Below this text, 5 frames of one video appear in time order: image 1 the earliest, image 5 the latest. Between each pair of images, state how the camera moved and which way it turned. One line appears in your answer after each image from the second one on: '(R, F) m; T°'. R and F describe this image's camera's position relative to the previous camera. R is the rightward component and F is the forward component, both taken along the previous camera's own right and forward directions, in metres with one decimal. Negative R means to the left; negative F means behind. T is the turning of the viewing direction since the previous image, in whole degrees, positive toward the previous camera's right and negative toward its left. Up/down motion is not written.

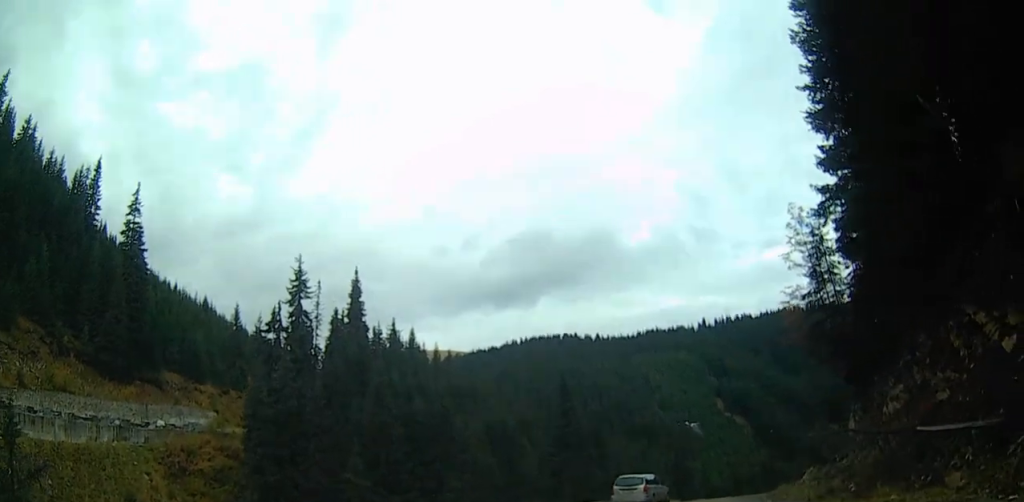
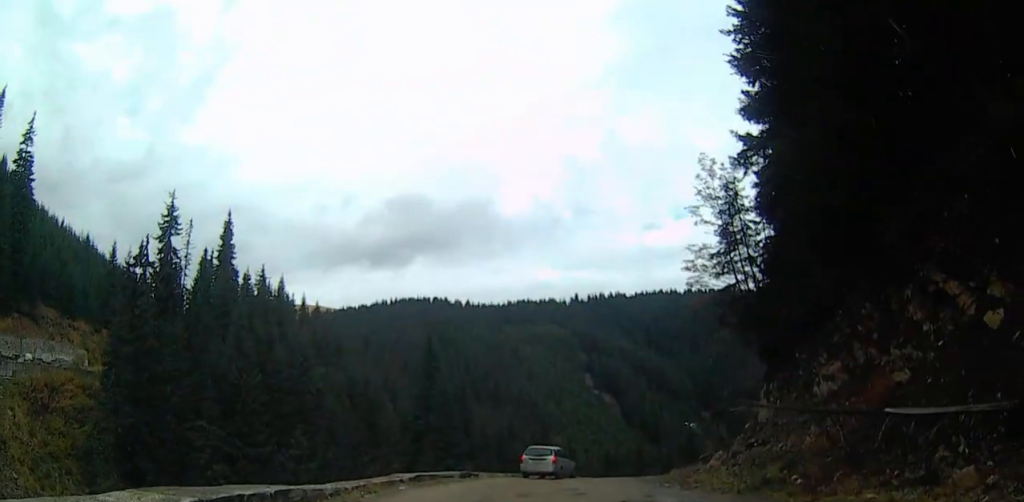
(-0.3, +4.1) m; -2°
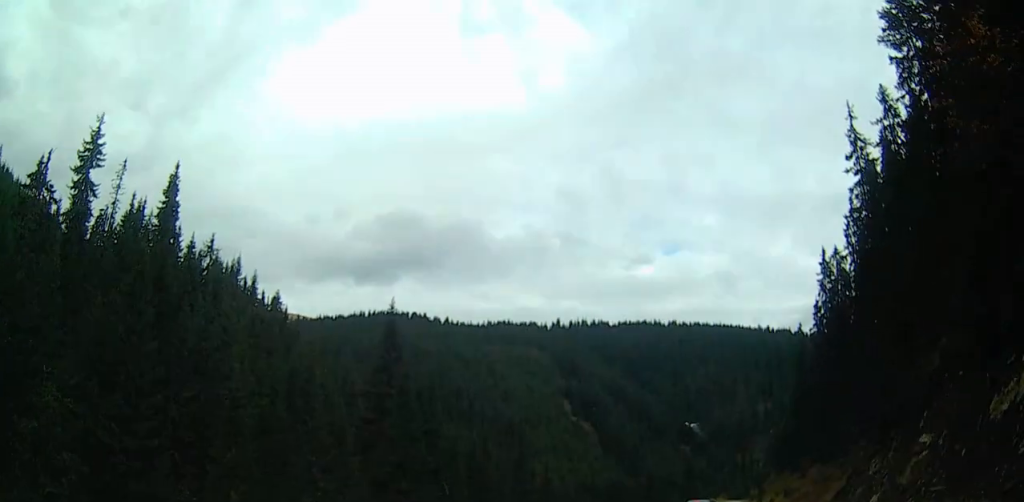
(+3.6, +17.6) m; +7°
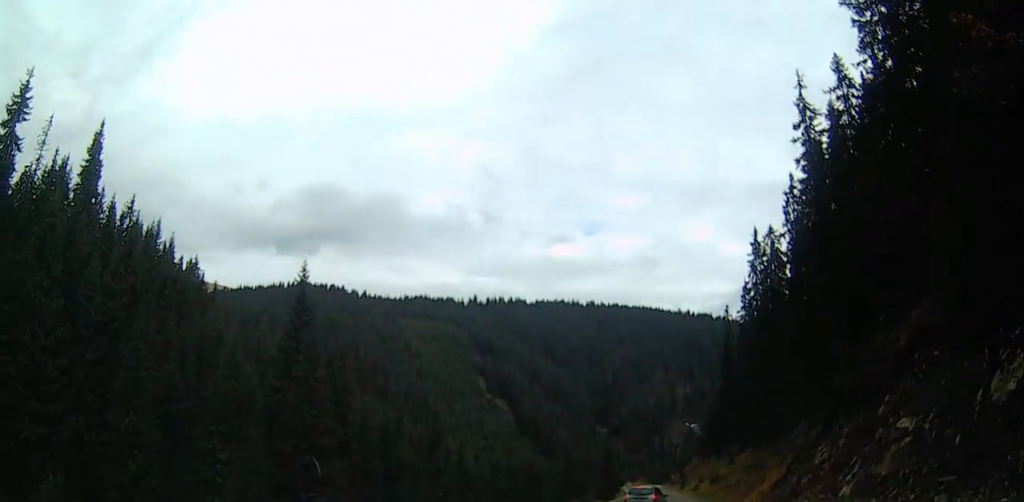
(-0.3, +3.2) m; +7°
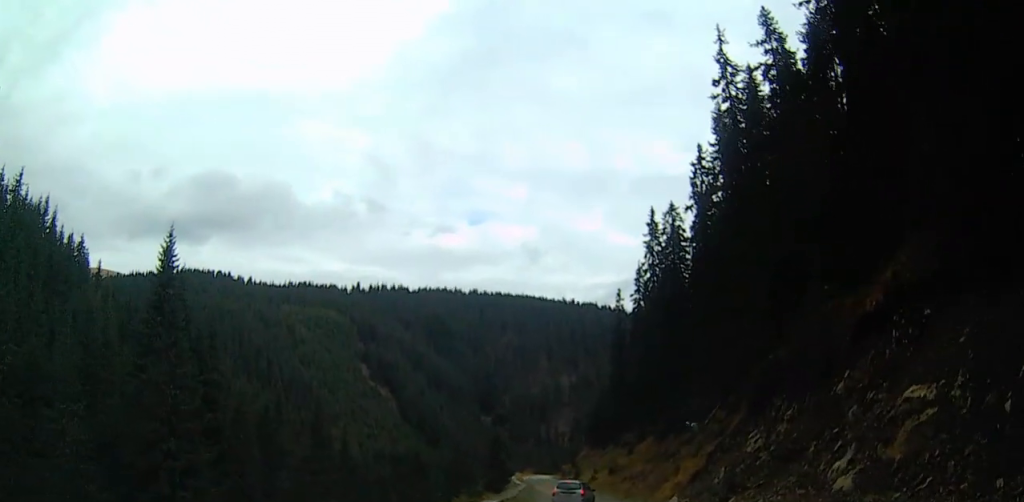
(+1.0, +5.8) m; +14°
